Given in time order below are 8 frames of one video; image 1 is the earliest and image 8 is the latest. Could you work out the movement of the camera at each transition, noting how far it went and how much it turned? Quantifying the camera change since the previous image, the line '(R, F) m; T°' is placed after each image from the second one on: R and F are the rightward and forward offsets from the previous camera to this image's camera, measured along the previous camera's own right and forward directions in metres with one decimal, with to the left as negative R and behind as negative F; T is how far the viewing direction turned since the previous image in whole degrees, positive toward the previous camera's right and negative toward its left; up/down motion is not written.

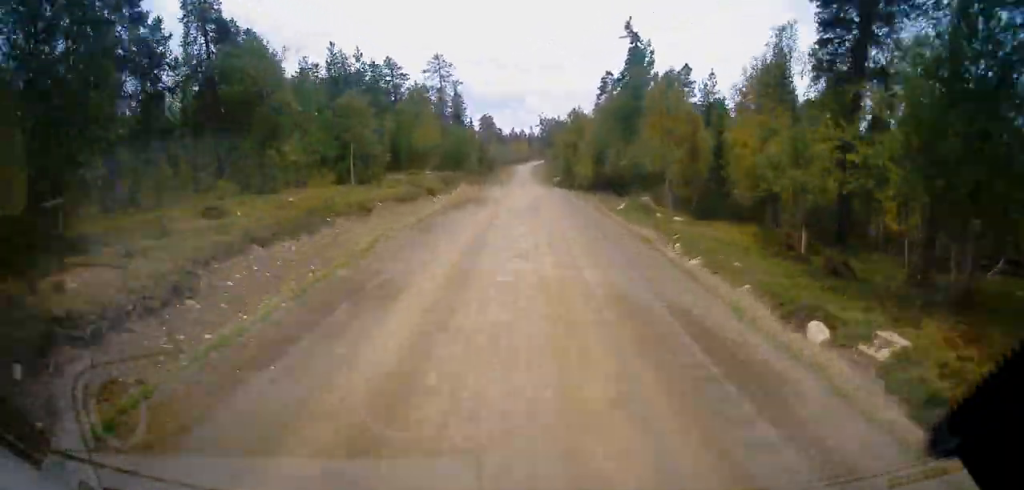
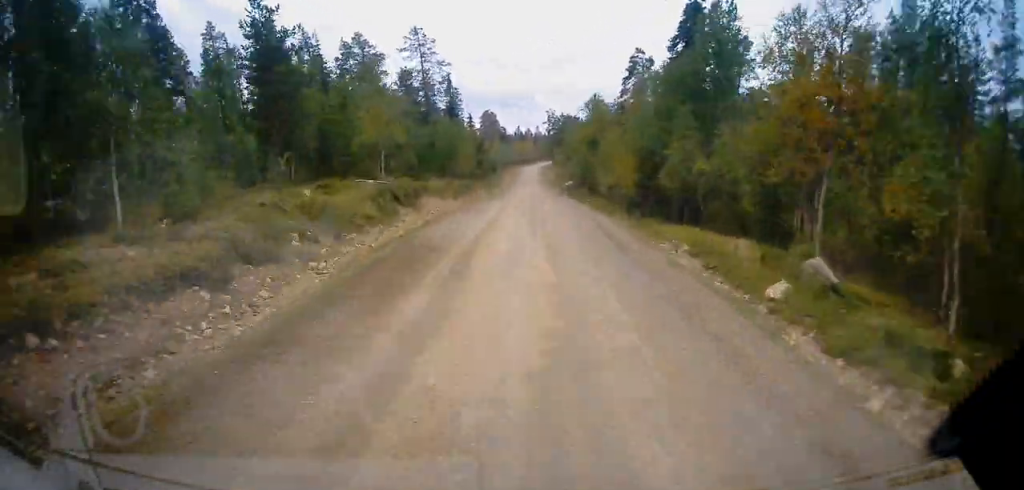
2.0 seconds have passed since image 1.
(-0.5, +20.8) m; 0°
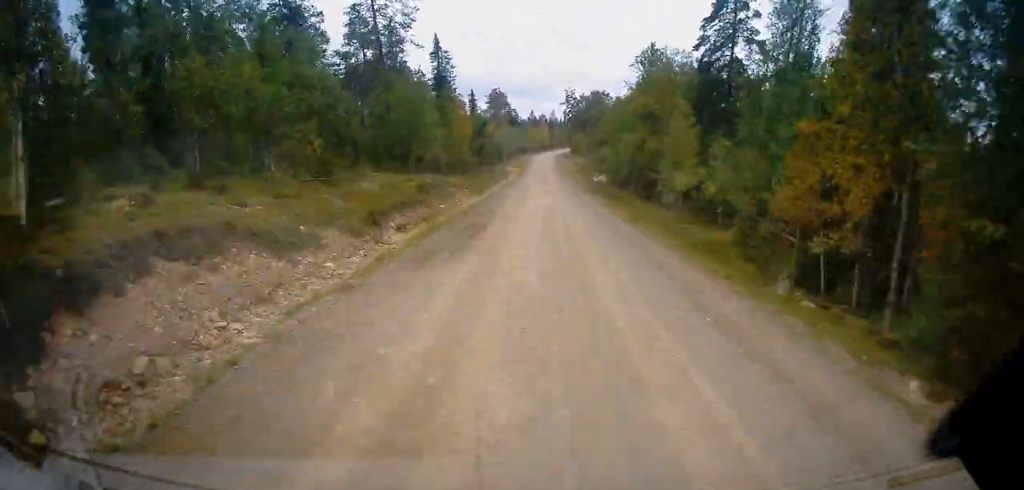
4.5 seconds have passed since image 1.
(+0.1, +27.3) m; +1°
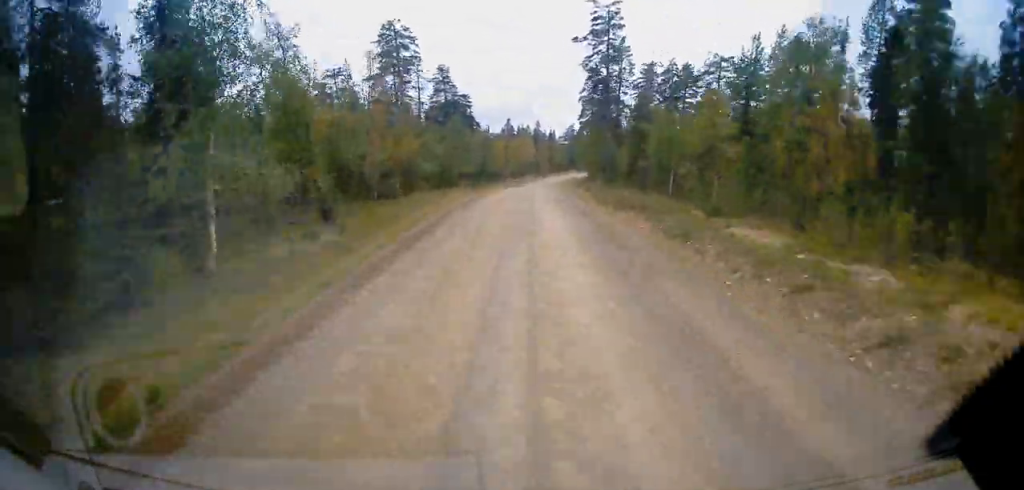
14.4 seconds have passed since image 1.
(-0.3, +103.6) m; -5°
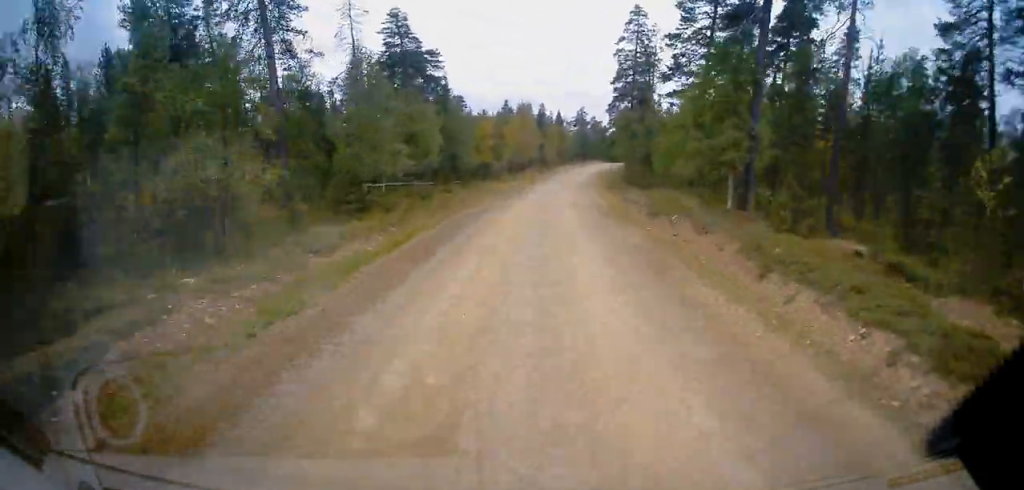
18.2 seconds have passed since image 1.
(-1.7, +36.5) m; 0°
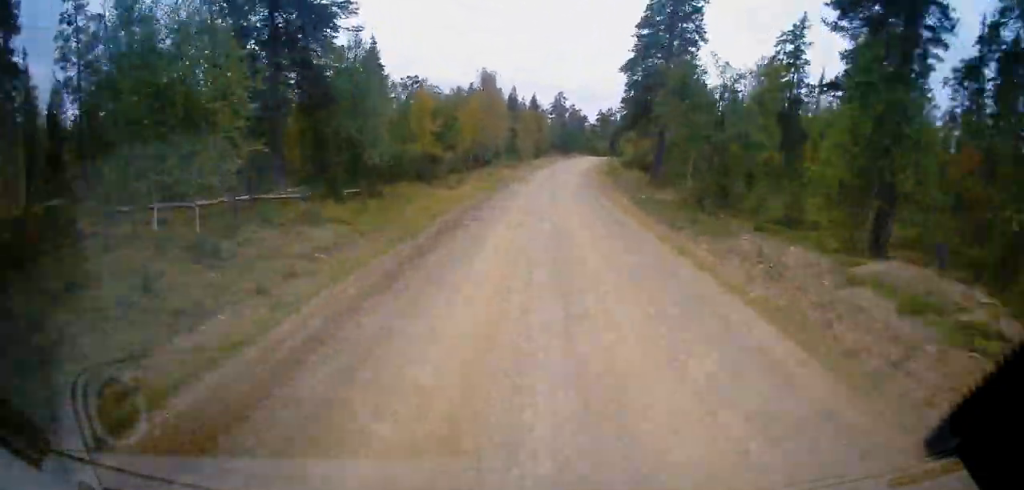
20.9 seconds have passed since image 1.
(-1.9, +24.8) m; +5°
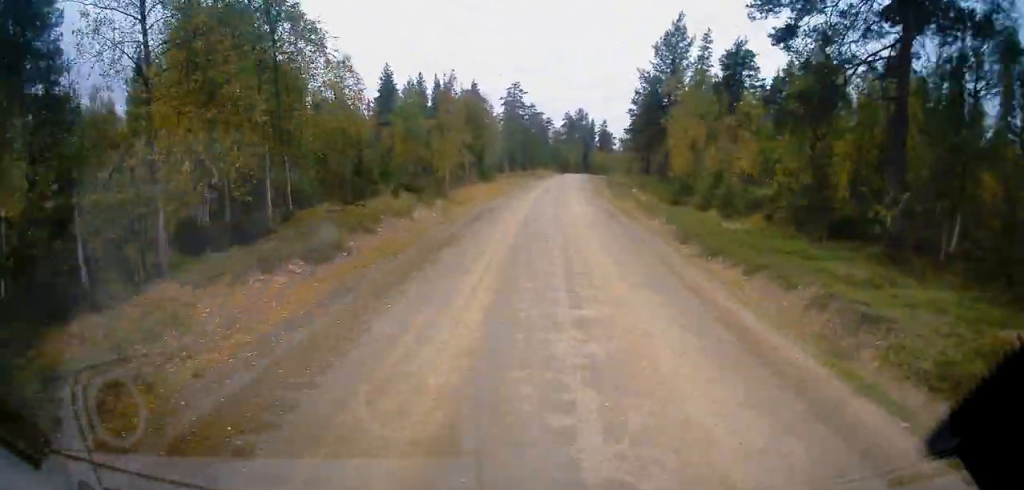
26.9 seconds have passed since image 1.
(+8.6, +51.0) m; +9°
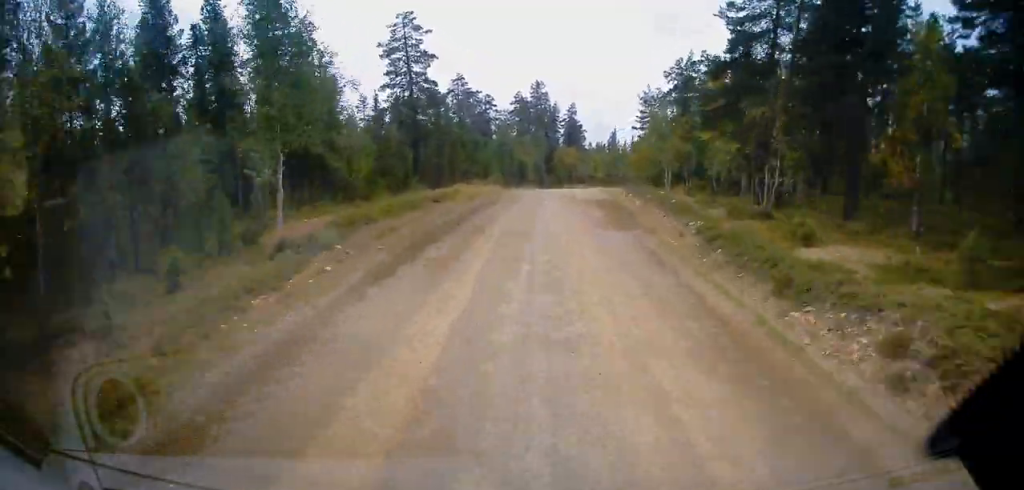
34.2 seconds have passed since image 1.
(-1.0, +62.7) m; -11°
